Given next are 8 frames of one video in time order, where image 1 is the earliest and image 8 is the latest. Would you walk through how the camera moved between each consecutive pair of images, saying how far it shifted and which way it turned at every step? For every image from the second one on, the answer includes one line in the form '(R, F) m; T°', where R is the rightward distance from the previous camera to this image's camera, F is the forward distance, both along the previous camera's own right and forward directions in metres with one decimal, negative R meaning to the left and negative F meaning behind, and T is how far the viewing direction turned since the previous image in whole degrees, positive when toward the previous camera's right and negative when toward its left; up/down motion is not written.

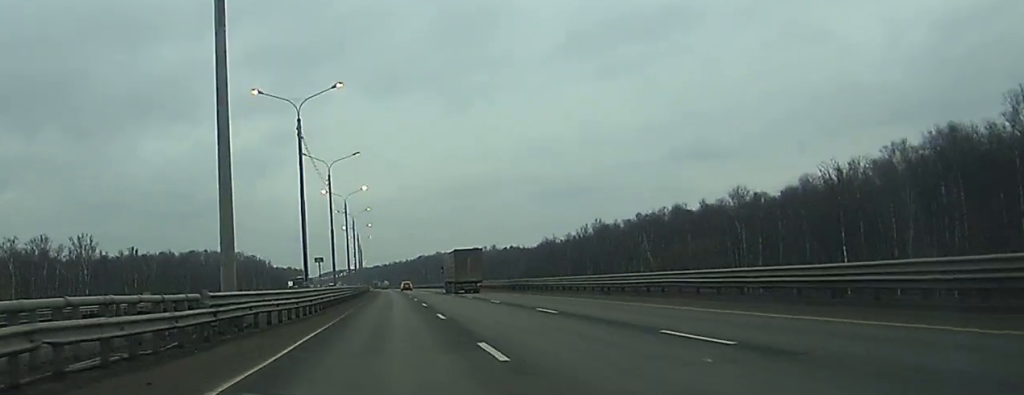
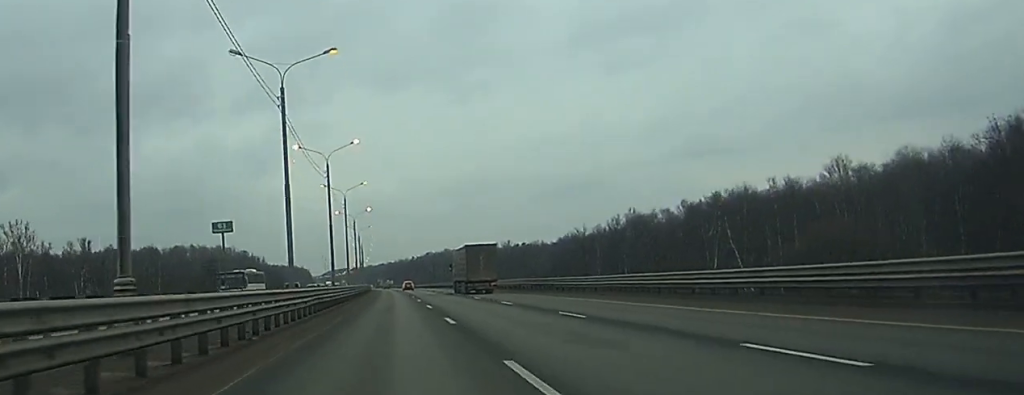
(-0.1, +36.4) m; 0°
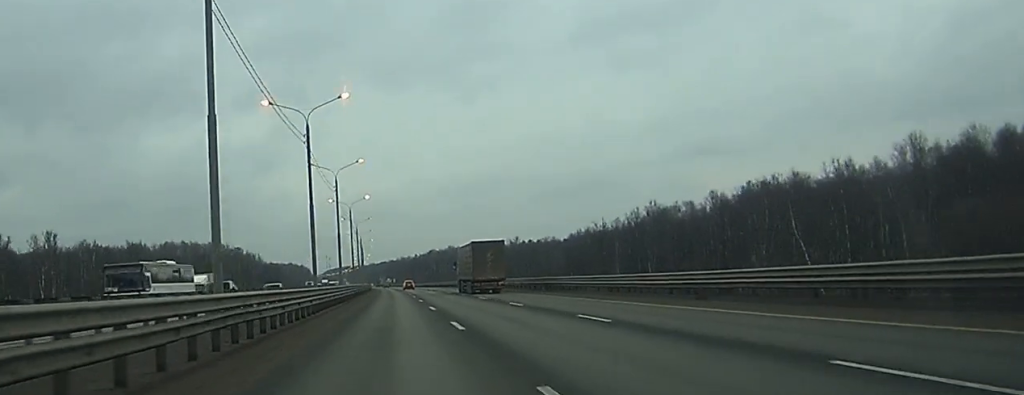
(-0.1, +19.2) m; 0°
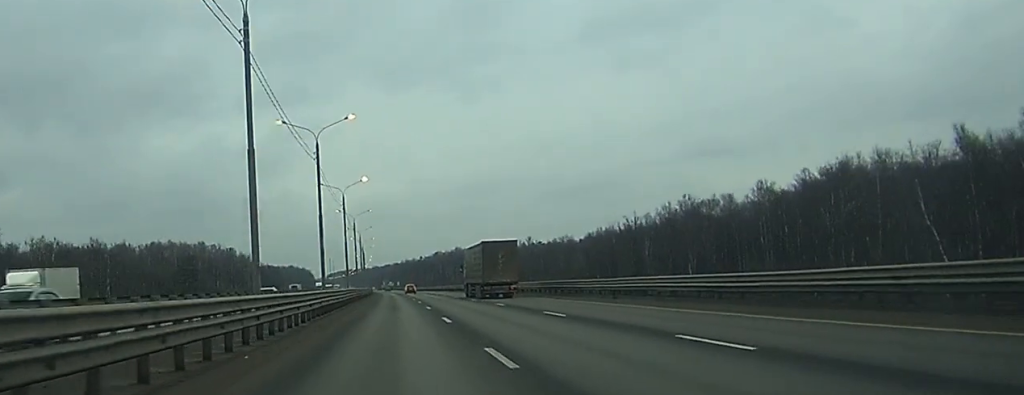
(-0.1, +25.5) m; 0°
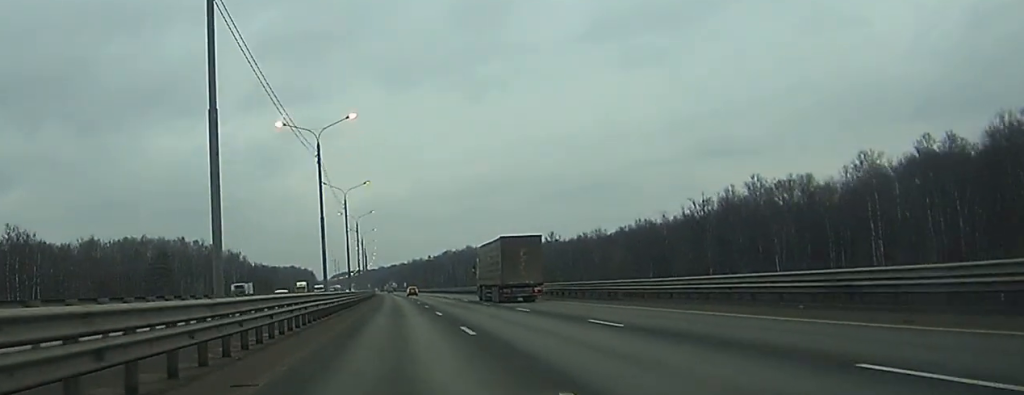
(-0.1, +39.3) m; 0°
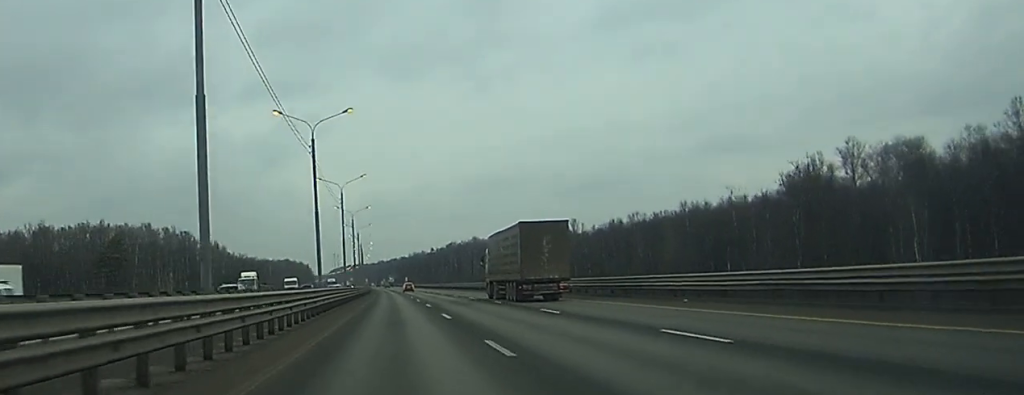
(-0.1, +39.5) m; 0°
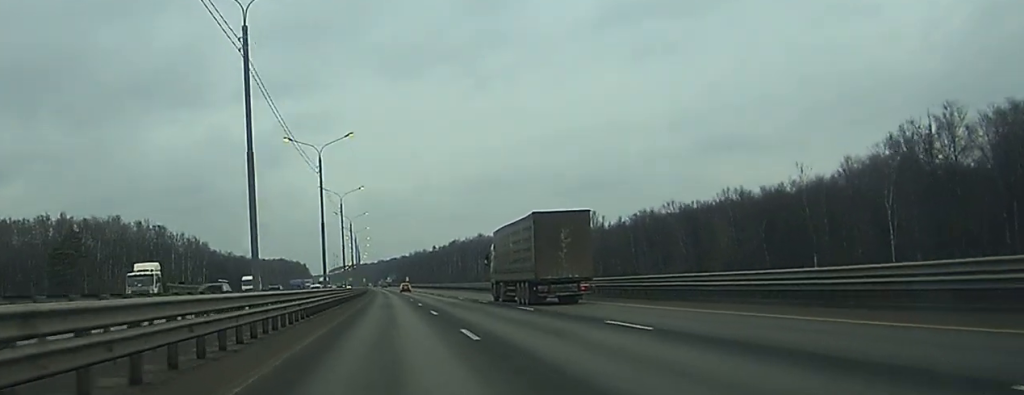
(0.0, +27.8) m; 0°
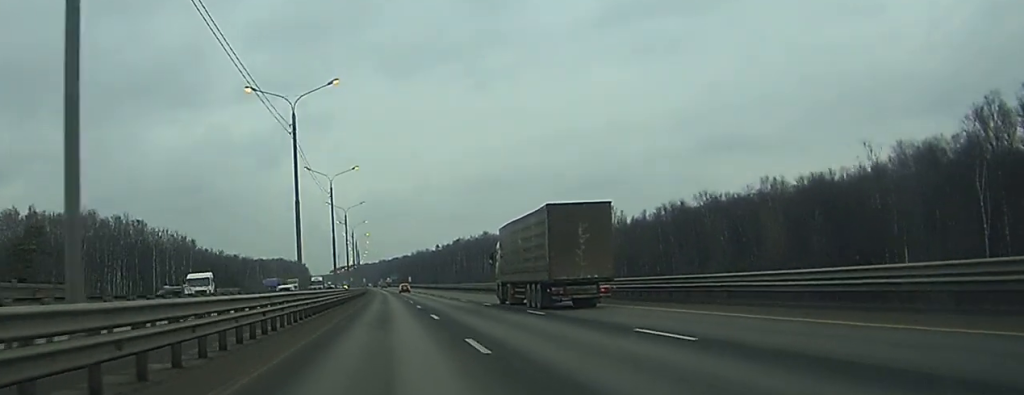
(0.0, +19.3) m; 0°
